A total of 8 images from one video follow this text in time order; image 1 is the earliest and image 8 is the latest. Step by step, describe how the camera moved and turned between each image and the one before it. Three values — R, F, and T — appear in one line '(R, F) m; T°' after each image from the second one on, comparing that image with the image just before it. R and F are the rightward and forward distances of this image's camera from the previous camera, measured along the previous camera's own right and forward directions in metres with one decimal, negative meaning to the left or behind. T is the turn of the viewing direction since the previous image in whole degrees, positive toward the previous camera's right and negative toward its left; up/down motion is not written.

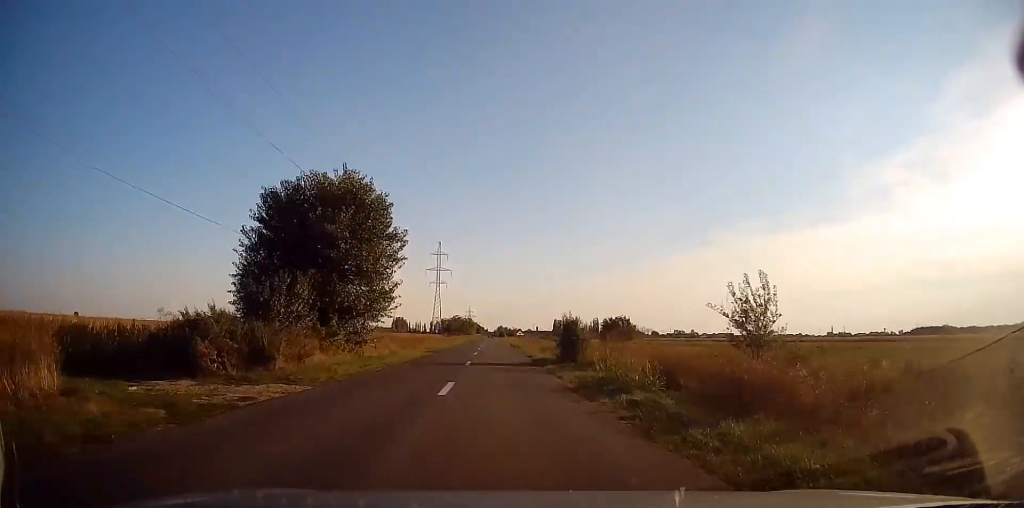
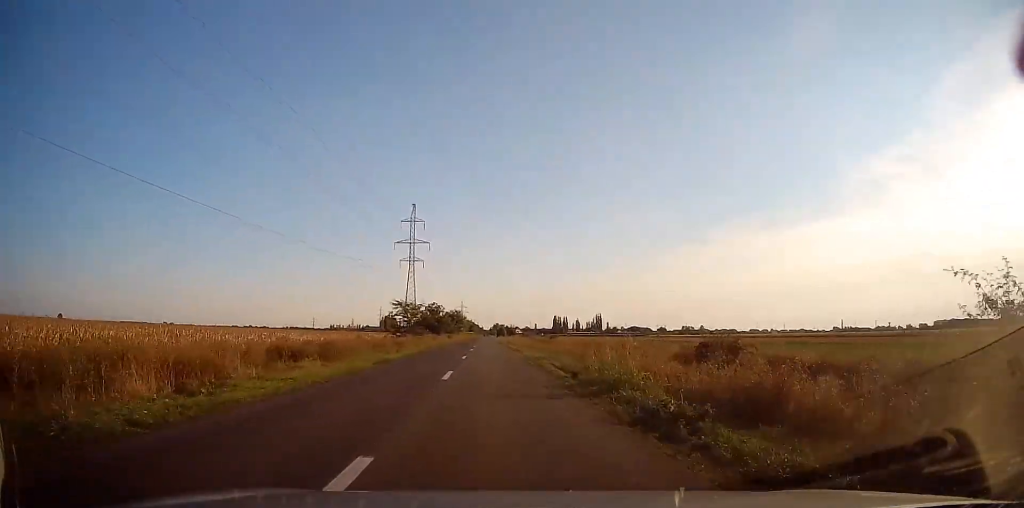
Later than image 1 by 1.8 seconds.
(+0.1, +55.4) m; 0°
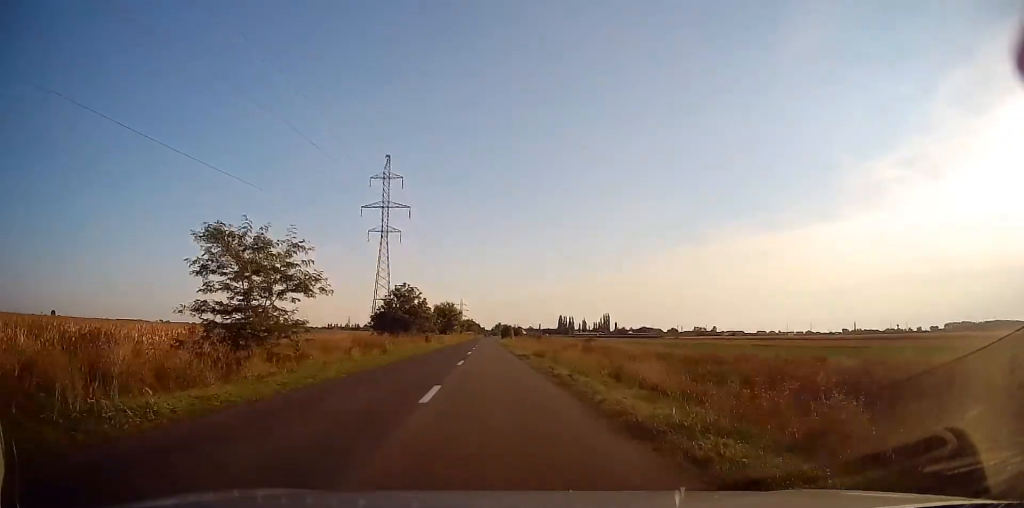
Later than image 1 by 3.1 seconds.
(+0.2, +39.8) m; 0°
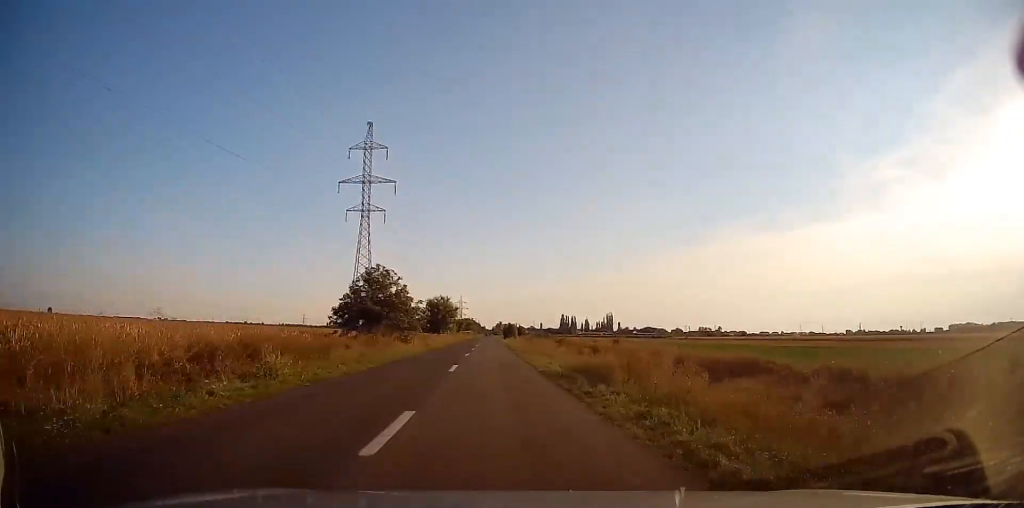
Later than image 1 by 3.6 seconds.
(-0.2, +16.5) m; 0°
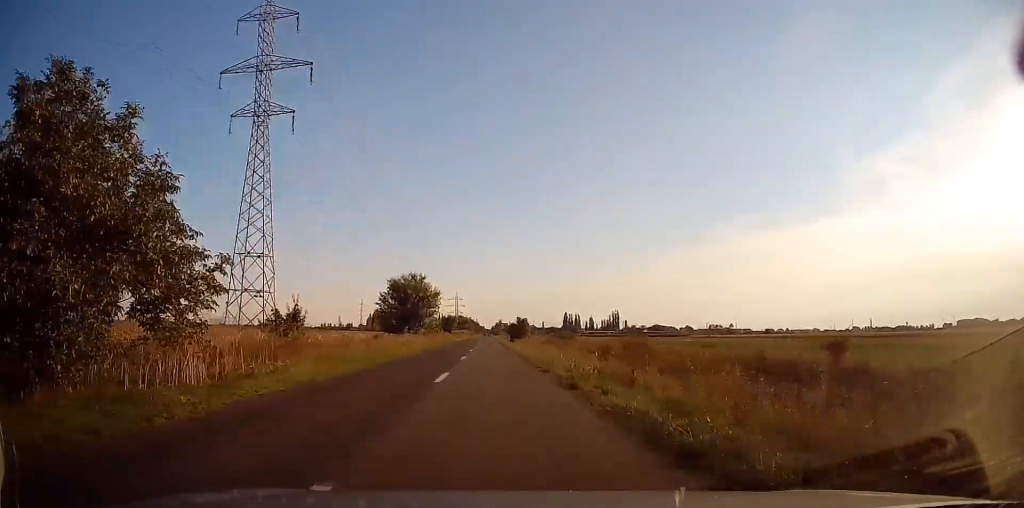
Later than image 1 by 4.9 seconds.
(+0.3, +40.1) m; 0°
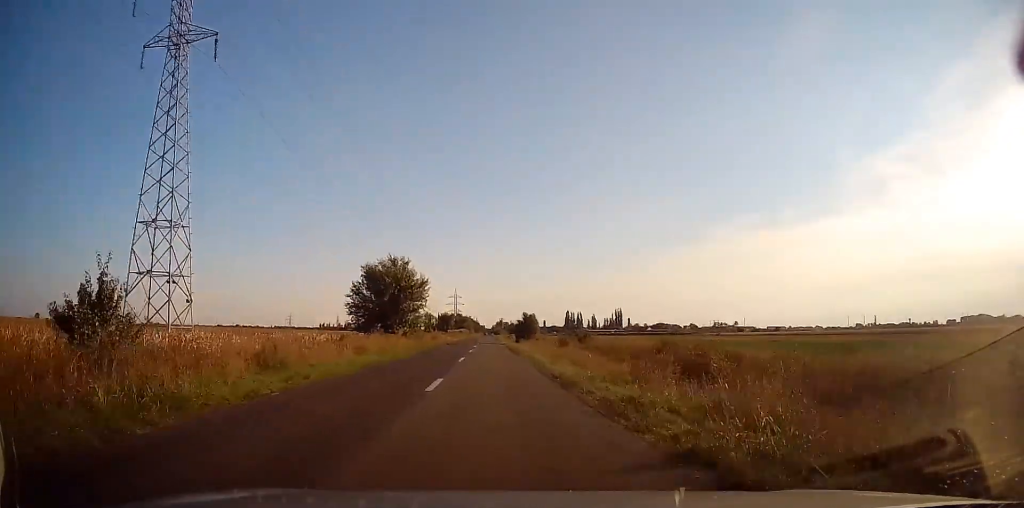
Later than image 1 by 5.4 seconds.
(-0.2, +14.1) m; 0°
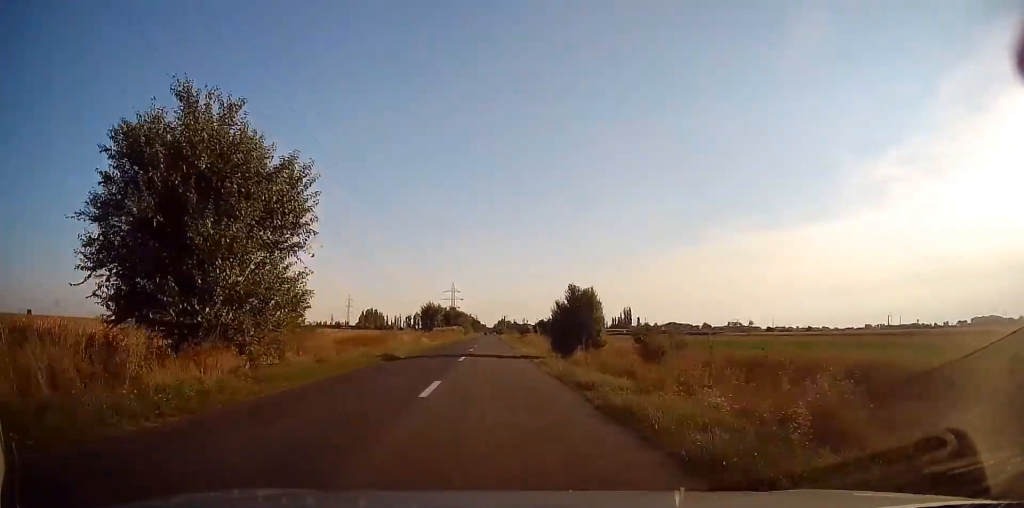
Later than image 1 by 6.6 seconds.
(+0.2, +37.3) m; +1°
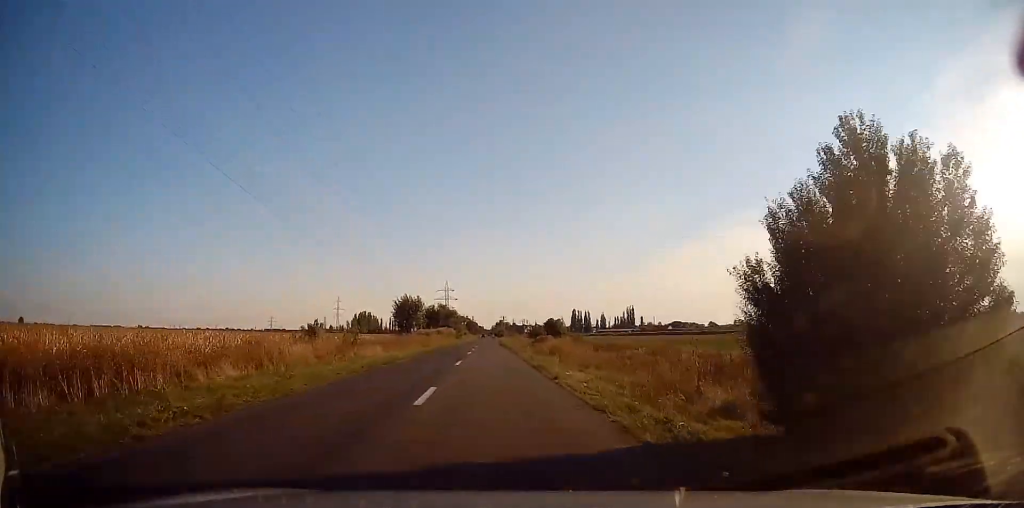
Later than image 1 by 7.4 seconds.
(+0.1, +24.3) m; 0°
